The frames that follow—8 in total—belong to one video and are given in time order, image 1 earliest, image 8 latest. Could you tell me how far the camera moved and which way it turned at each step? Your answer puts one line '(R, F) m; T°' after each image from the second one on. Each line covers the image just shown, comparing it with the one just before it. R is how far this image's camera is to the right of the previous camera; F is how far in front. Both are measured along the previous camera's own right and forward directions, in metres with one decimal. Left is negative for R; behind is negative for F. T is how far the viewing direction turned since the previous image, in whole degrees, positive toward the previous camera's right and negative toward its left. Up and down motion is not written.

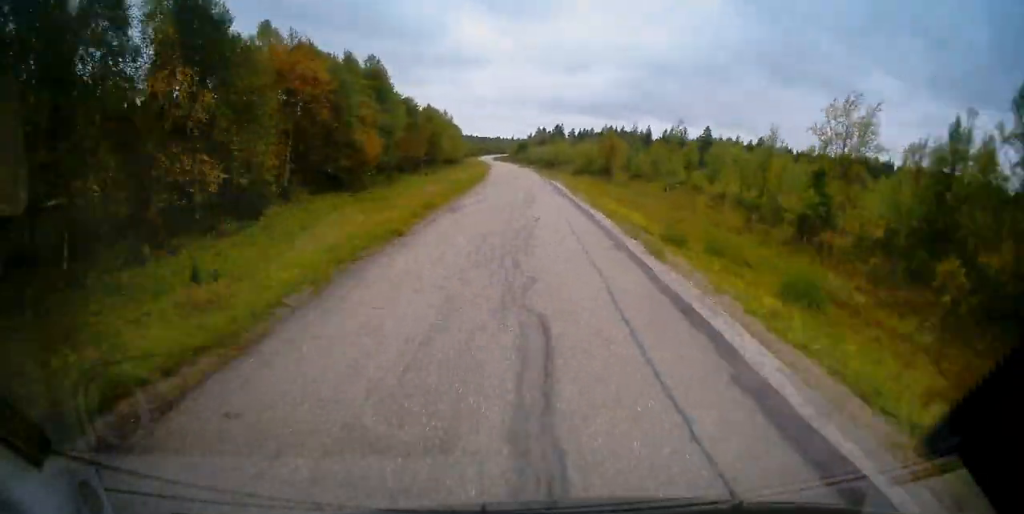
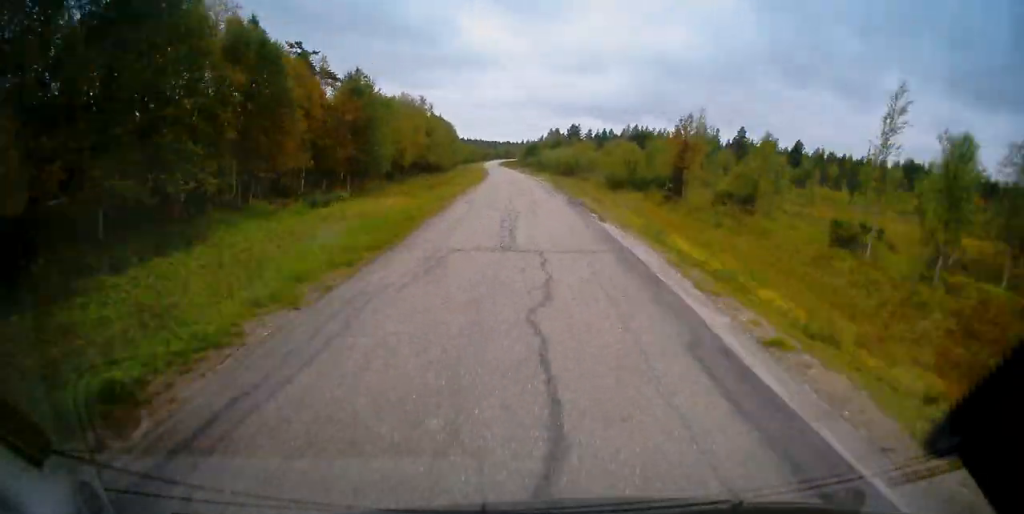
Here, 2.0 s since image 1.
(-0.3, +30.9) m; -1°
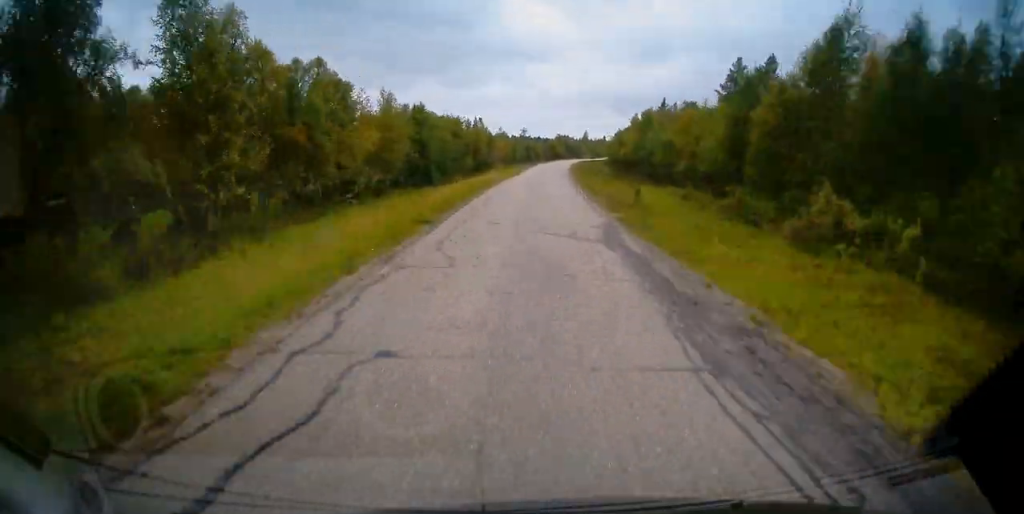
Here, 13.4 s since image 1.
(-7.3, +179.7) m; -1°
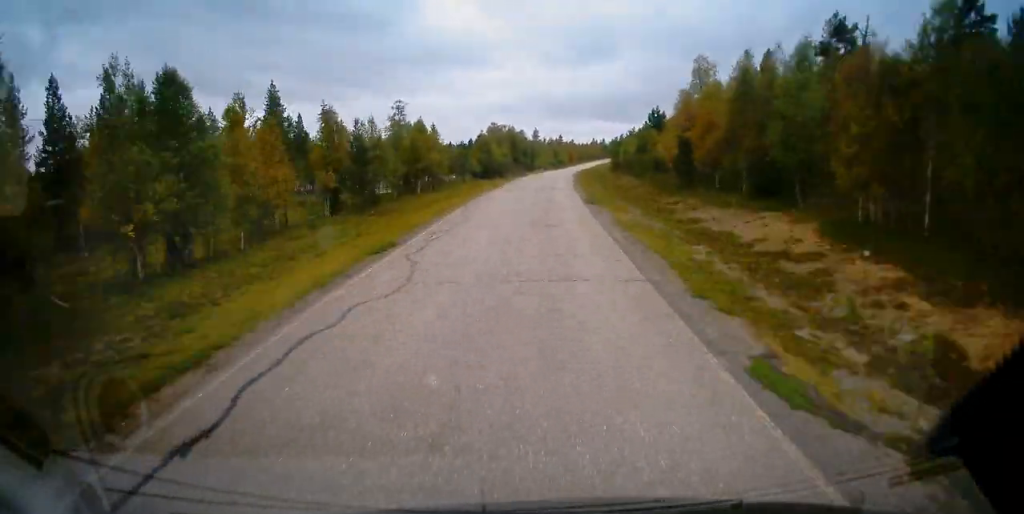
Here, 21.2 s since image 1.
(+5.3, +121.7) m; +5°
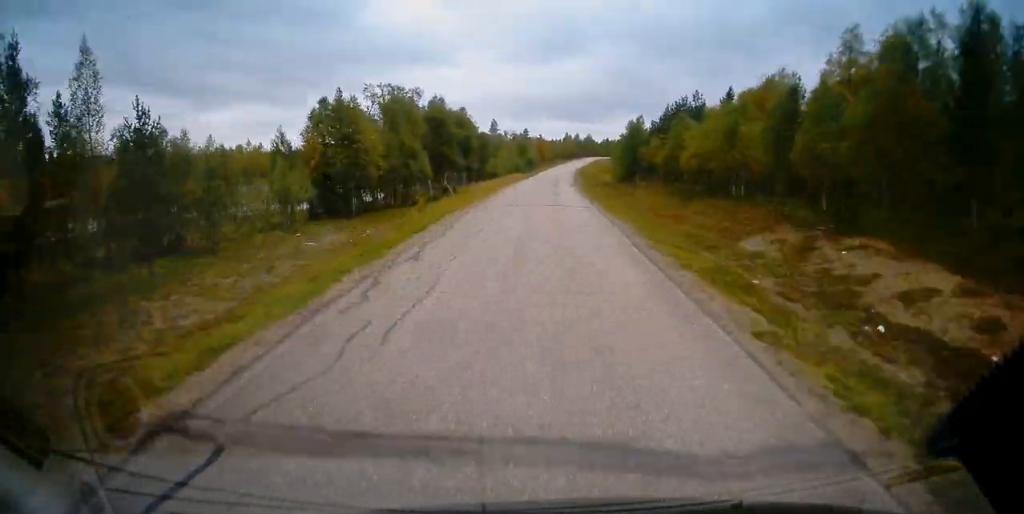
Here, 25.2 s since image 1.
(+1.5, +63.0) m; +3°
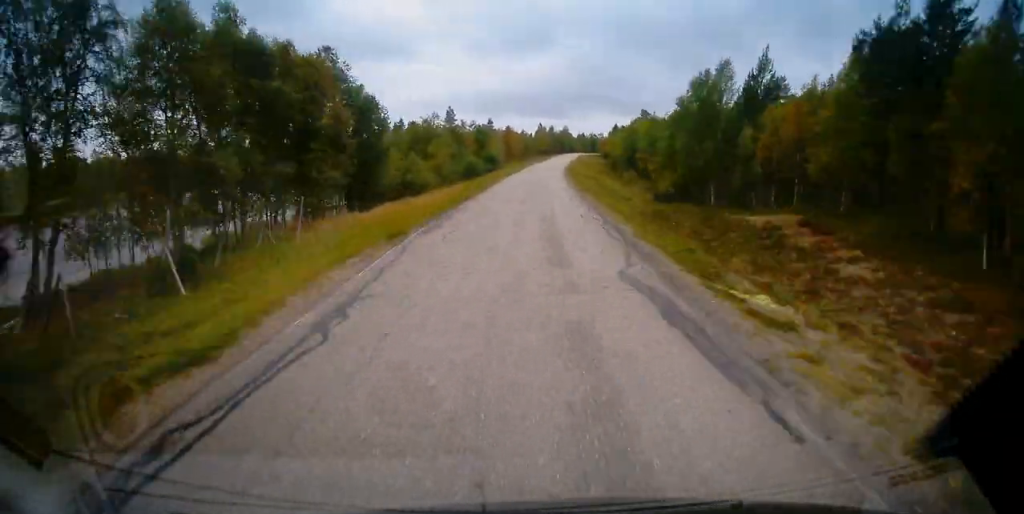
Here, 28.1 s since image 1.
(+0.3, +44.0) m; +2°
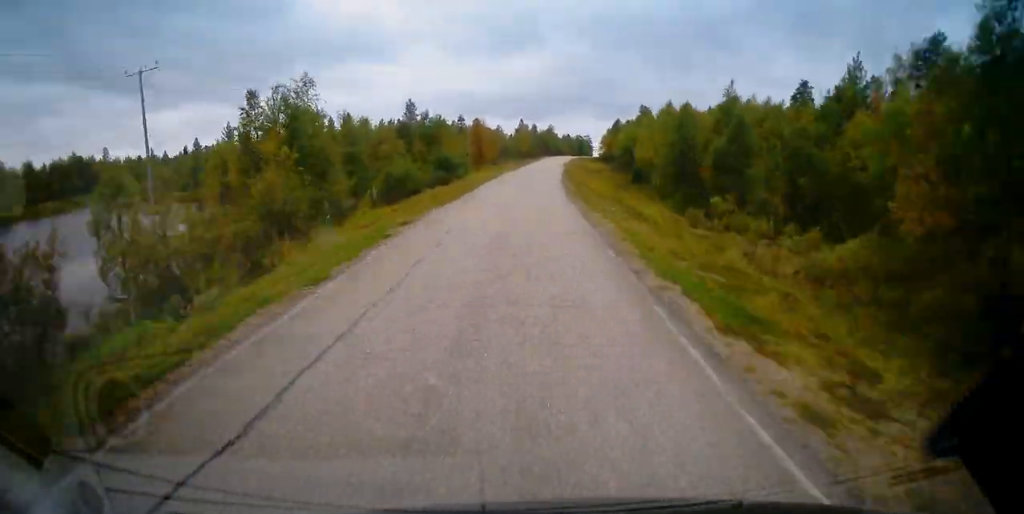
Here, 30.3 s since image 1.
(+1.2, +34.6) m; +2°
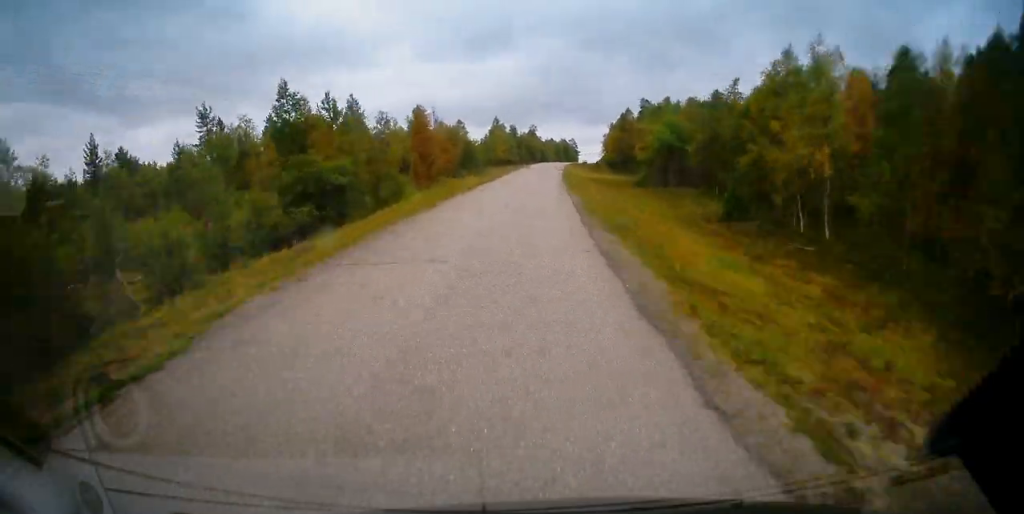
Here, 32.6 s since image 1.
(+0.1, +34.7) m; +2°
